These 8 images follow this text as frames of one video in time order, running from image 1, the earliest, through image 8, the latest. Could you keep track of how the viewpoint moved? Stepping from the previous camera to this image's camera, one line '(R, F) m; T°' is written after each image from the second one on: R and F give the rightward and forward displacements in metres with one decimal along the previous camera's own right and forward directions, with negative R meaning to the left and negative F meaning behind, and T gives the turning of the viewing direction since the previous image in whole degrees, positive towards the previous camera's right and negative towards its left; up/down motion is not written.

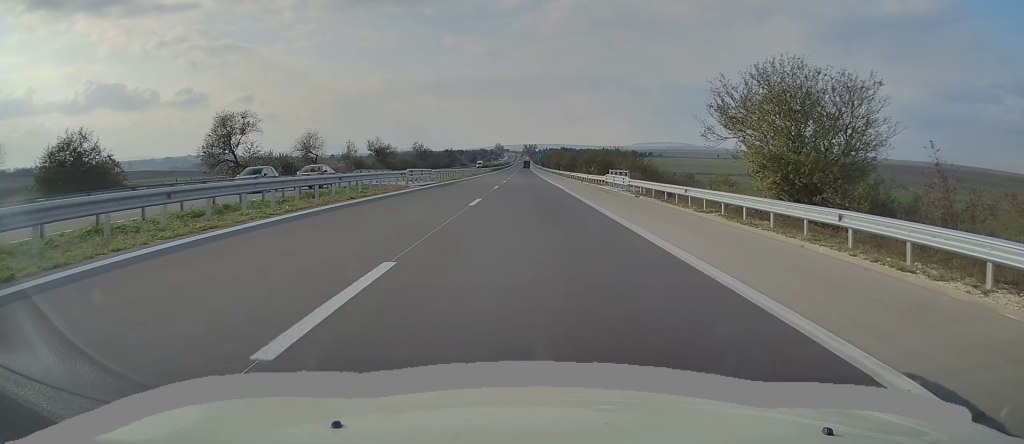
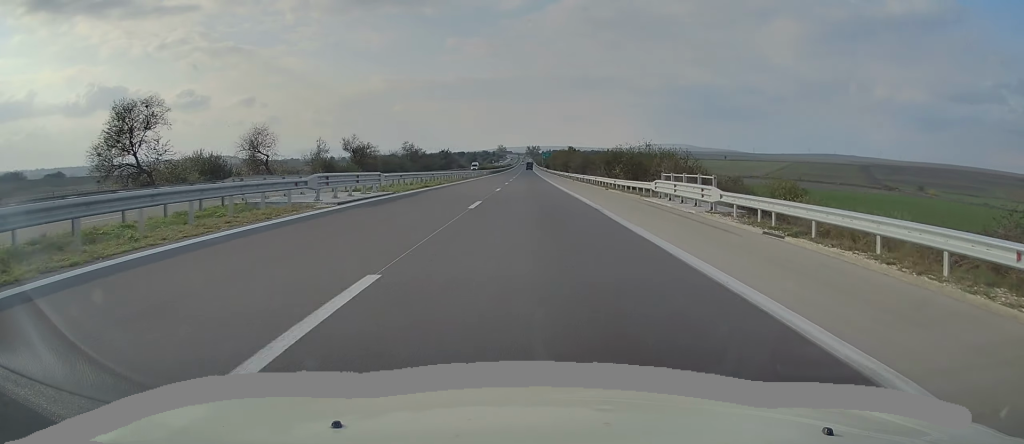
(0.0, +16.9) m; 0°
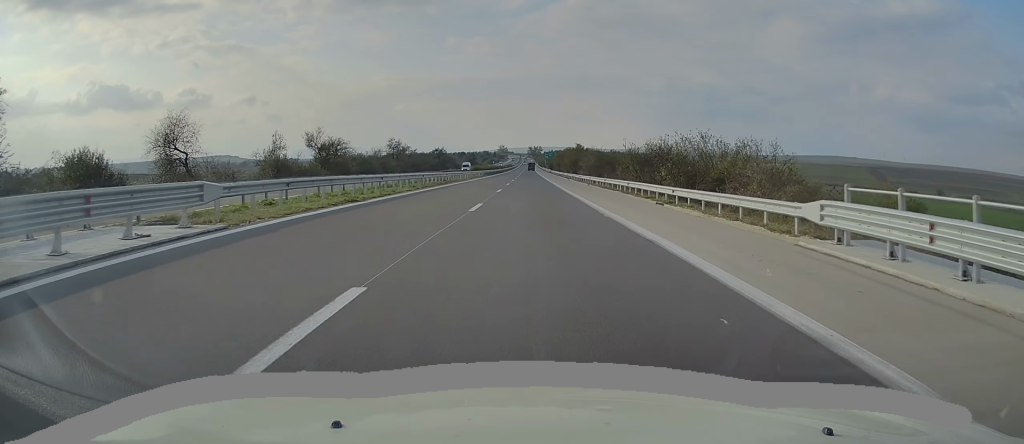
(-0.3, +16.9) m; 0°
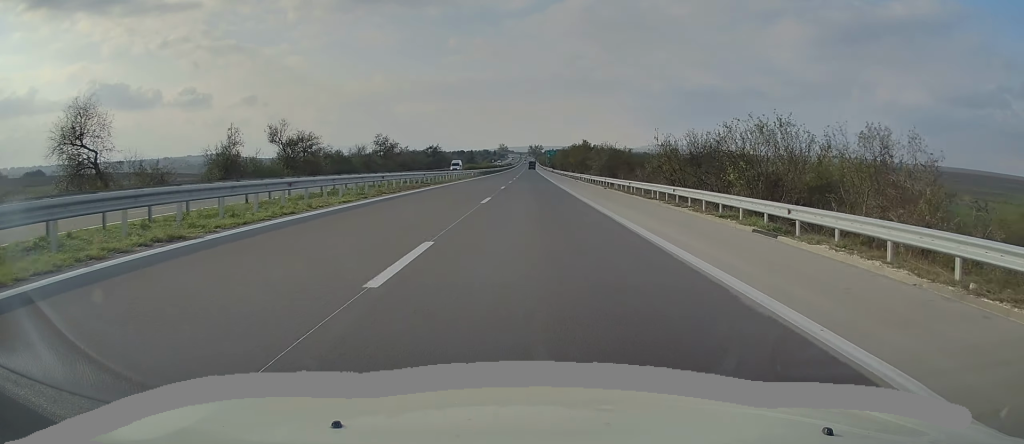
(-0.1, +11.9) m; 0°
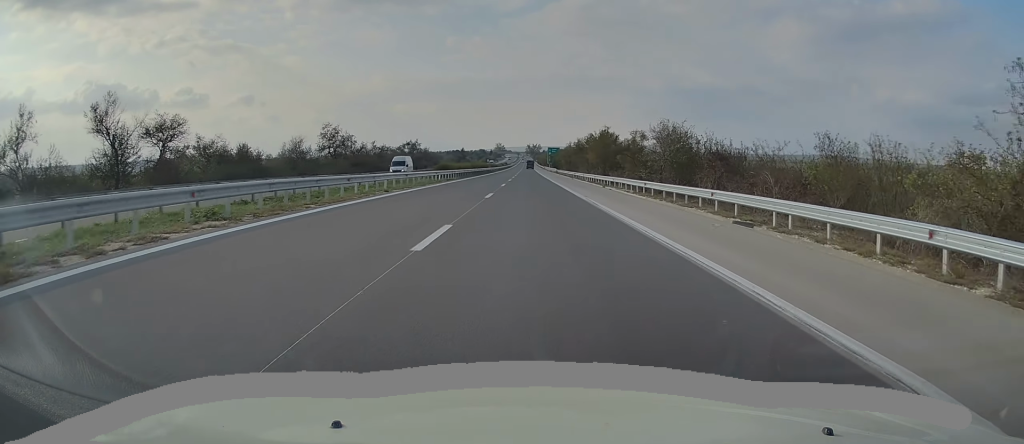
(+0.4, +29.7) m; +1°
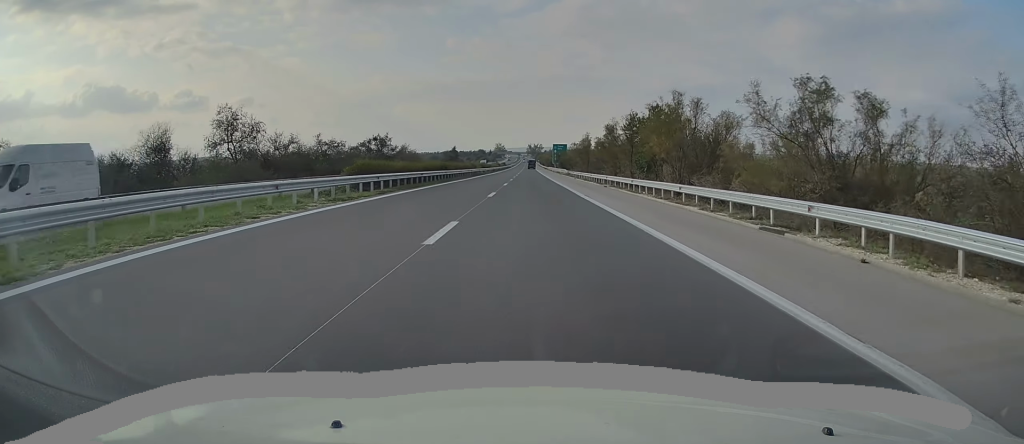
(-0.1, +31.5) m; -1°
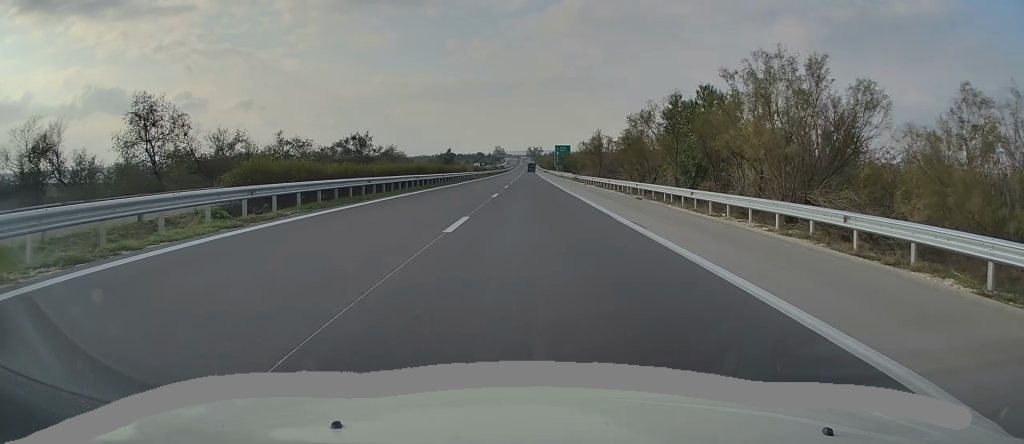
(-0.1, +13.7) m; 0°
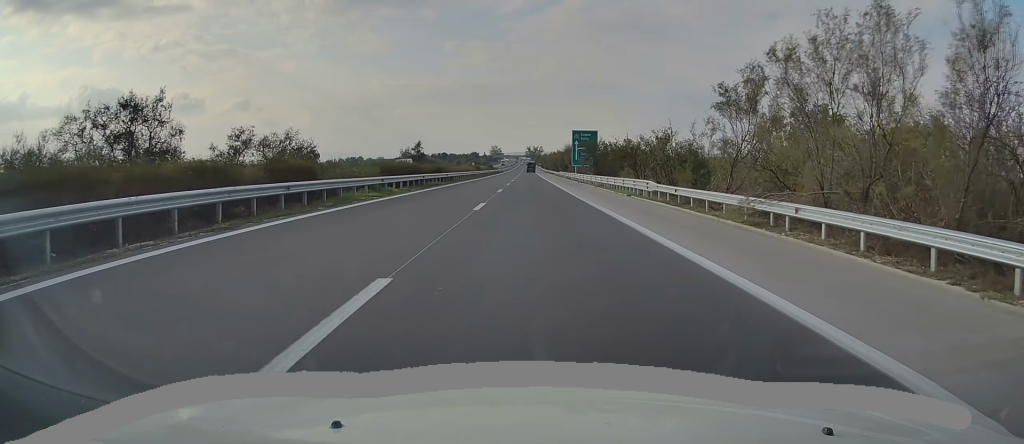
(+0.3, +57.4) m; +1°
